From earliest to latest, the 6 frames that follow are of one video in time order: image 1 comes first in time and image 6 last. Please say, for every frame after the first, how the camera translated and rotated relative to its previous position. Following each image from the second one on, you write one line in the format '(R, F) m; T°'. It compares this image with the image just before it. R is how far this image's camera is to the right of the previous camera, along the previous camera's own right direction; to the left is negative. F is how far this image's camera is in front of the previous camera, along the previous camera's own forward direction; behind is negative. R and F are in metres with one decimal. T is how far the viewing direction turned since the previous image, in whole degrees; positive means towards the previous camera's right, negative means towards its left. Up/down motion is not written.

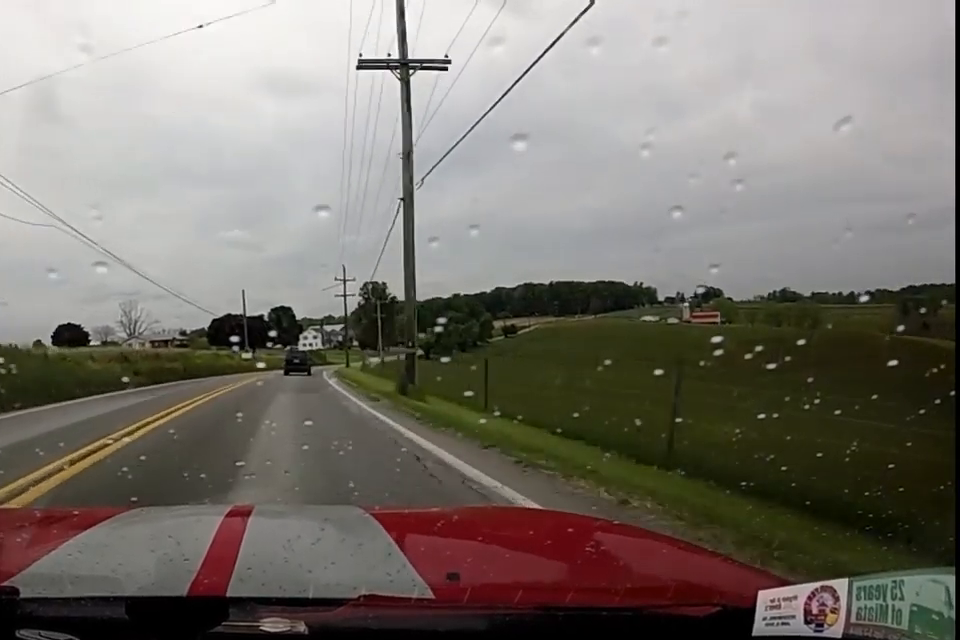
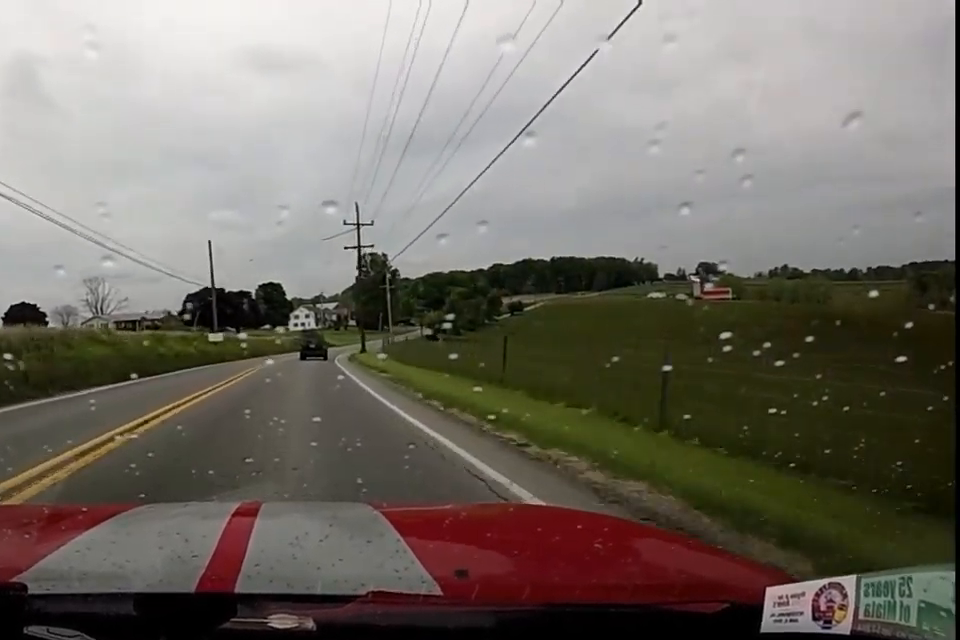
(0.0, +24.5) m; +2°
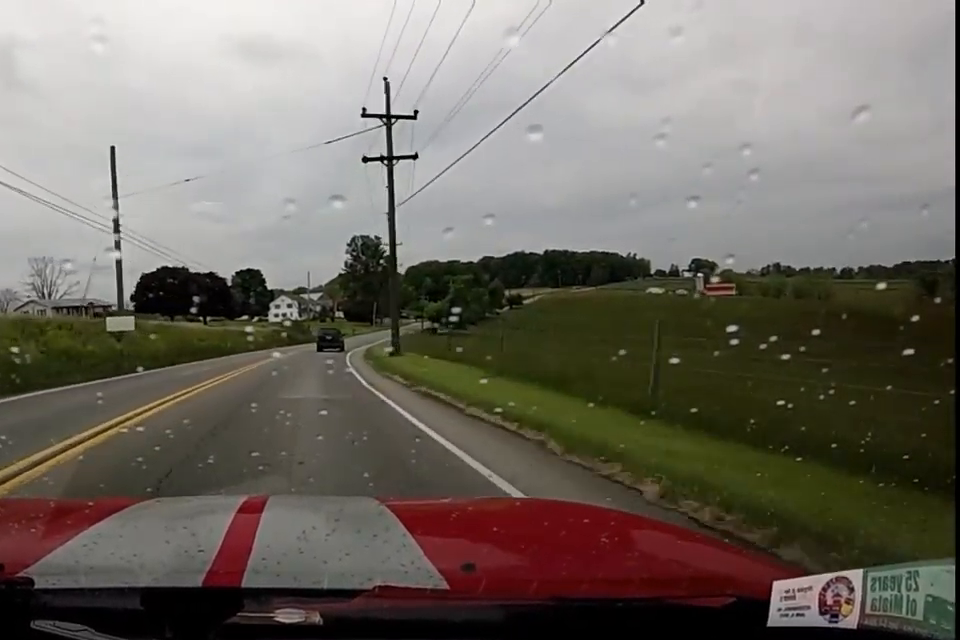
(+0.8, +24.8) m; +6°
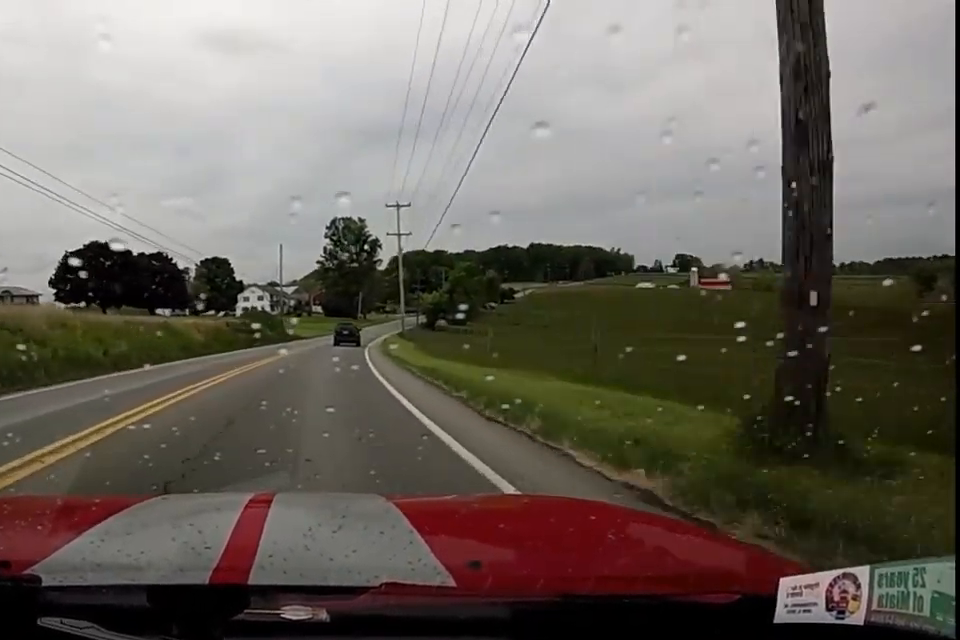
(+1.8, +24.0) m; +7°
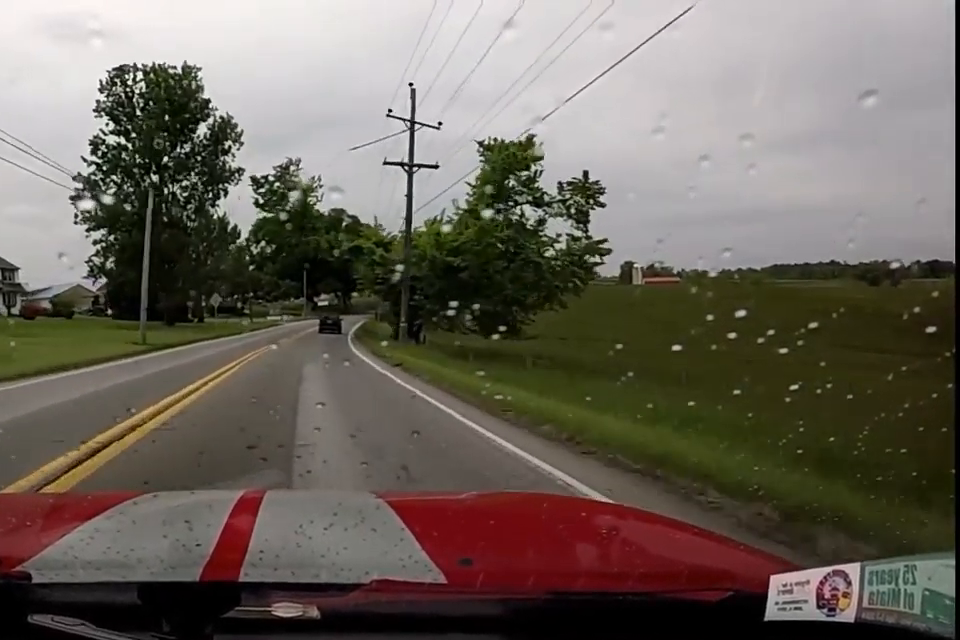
(+5.5, +97.4) m; +3°
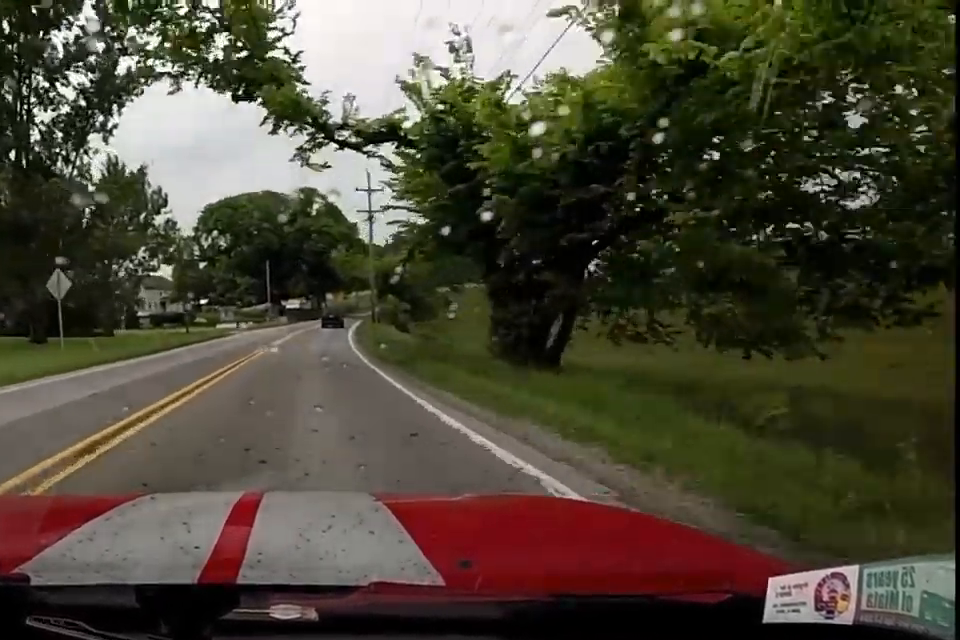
(0.0, +25.9) m; +1°
